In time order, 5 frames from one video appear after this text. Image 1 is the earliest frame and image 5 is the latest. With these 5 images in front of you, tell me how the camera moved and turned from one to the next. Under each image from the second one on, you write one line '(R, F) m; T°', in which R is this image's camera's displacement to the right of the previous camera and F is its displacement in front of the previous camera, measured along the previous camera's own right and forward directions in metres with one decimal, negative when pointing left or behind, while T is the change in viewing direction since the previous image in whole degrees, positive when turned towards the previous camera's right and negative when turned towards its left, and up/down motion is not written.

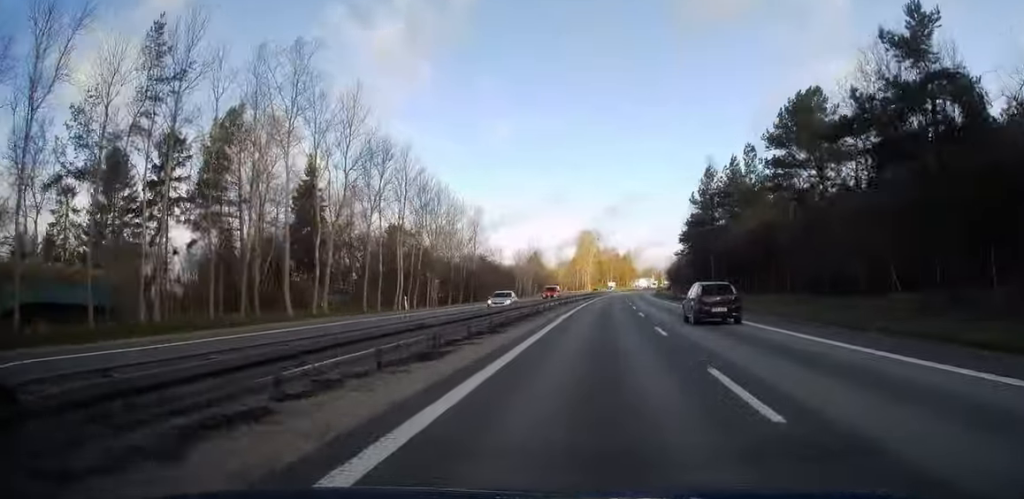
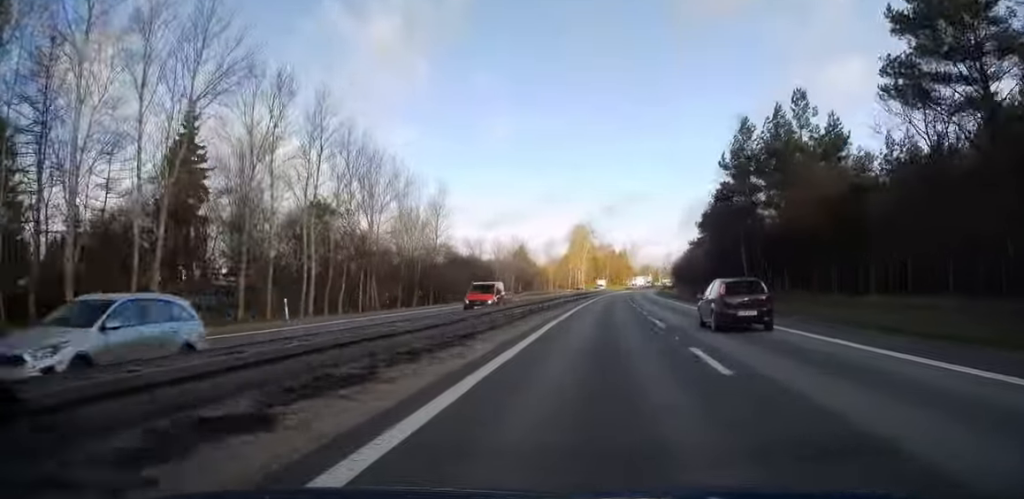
(+0.1, +20.5) m; +1°
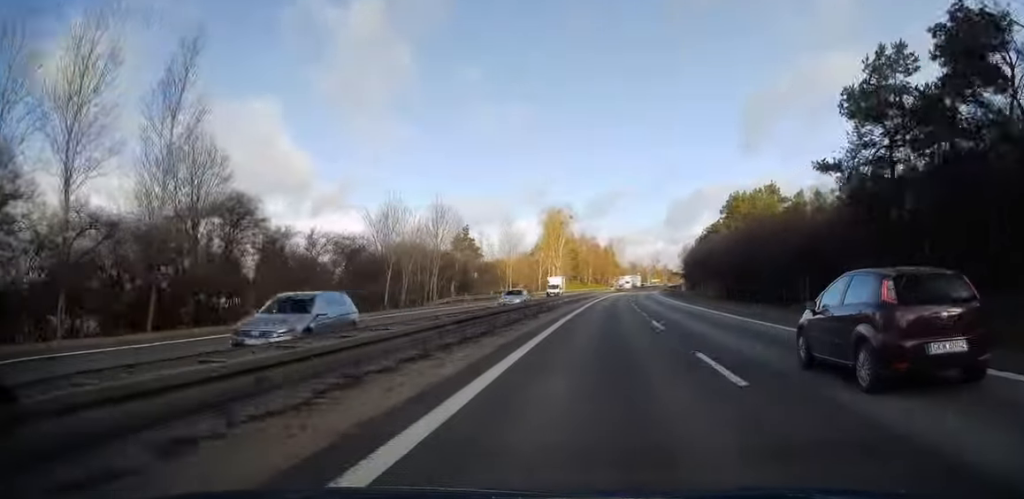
(+0.5, +48.8) m; +2°
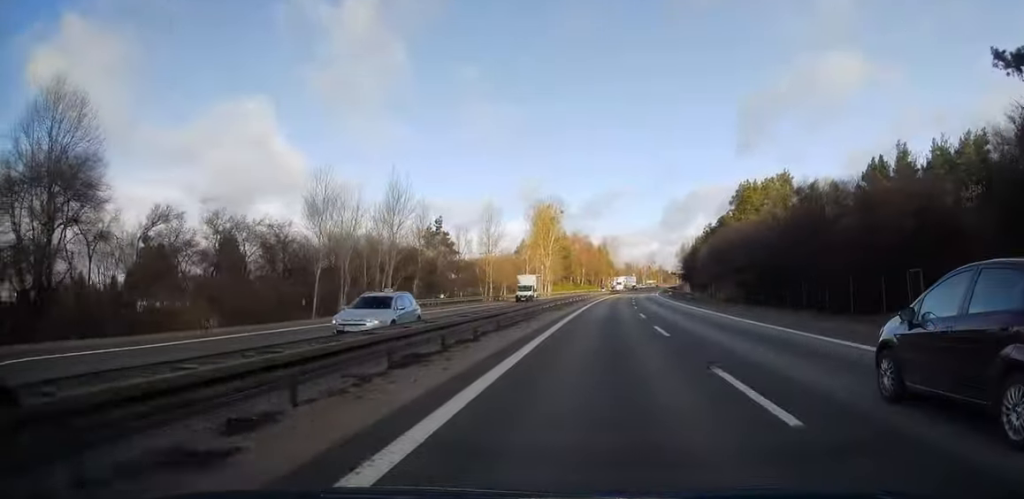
(+0.1, +14.4) m; +1°
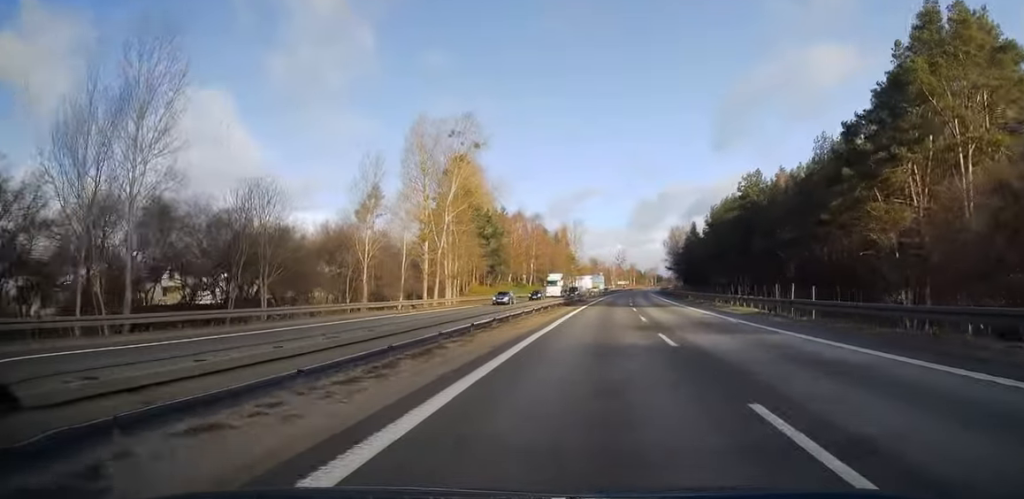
(+2.0, +74.9) m; +3°
